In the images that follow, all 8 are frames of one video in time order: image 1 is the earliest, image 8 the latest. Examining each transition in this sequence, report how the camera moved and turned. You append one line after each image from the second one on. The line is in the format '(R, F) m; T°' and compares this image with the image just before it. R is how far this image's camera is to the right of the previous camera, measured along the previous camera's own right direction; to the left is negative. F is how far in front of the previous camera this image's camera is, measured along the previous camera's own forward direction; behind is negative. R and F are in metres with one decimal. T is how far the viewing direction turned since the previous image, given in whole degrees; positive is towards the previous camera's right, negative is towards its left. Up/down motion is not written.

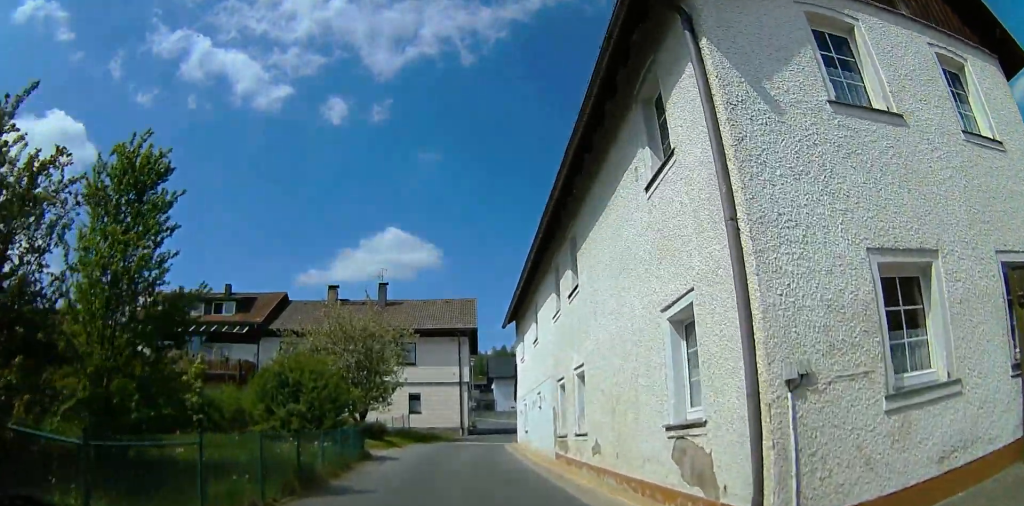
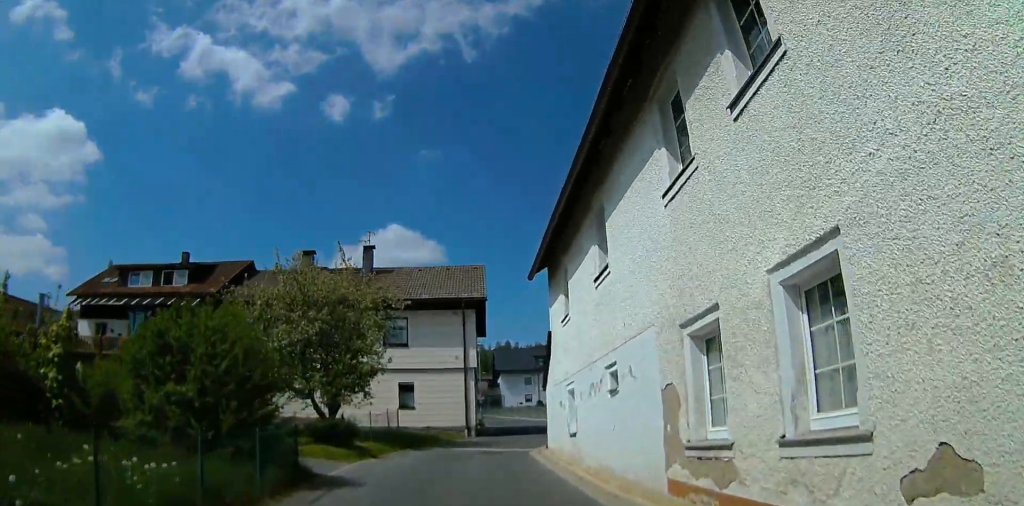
(+0.2, +7.4) m; +6°
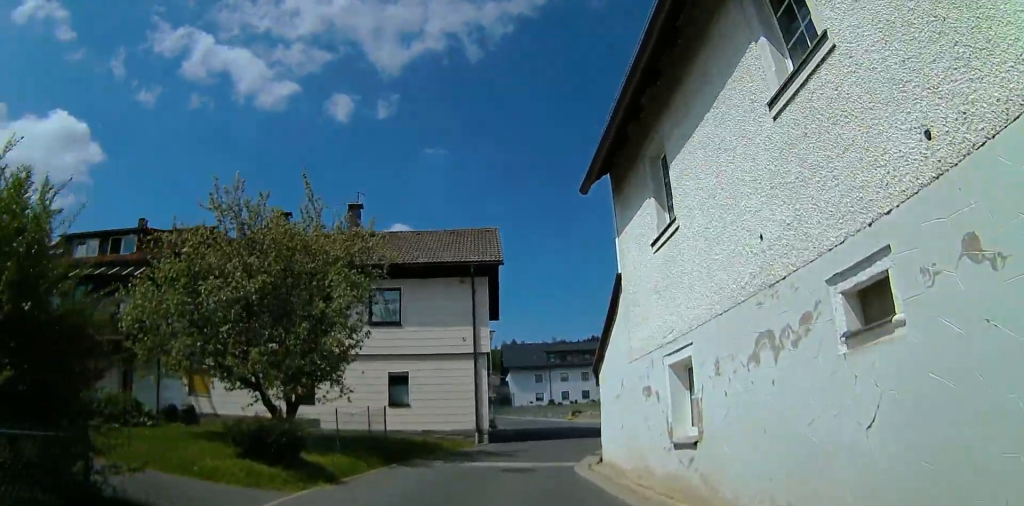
(+0.4, +5.4) m; +2°
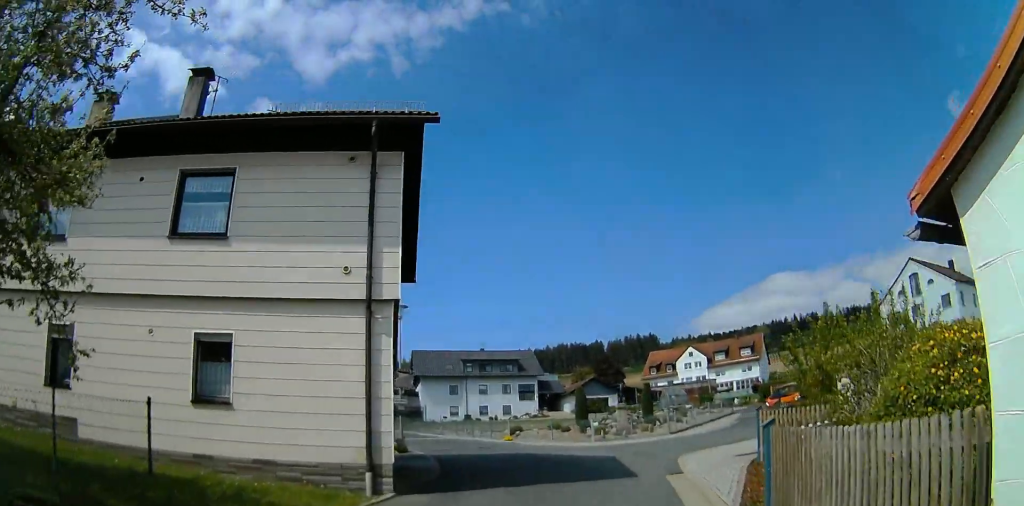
(+0.1, +11.8) m; +9°
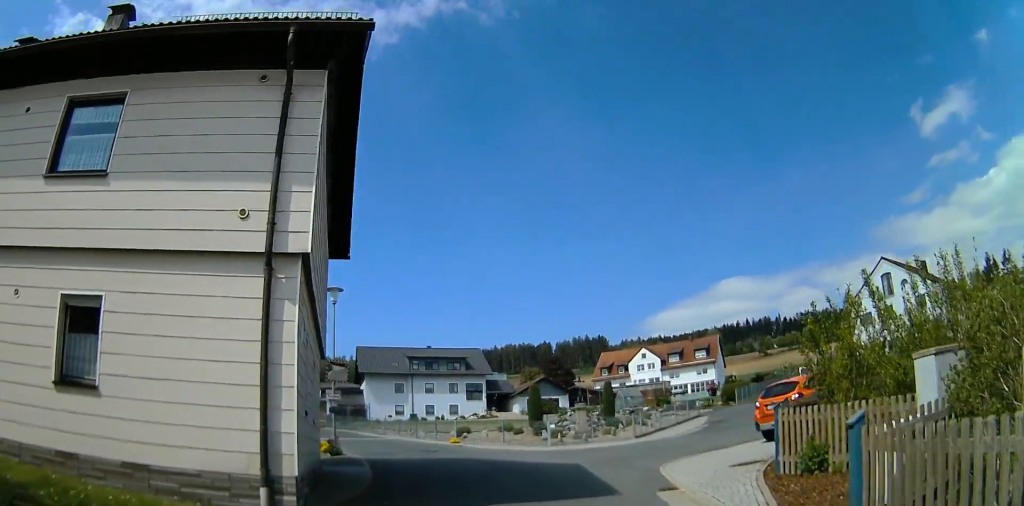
(+0.3, +3.2) m; +5°
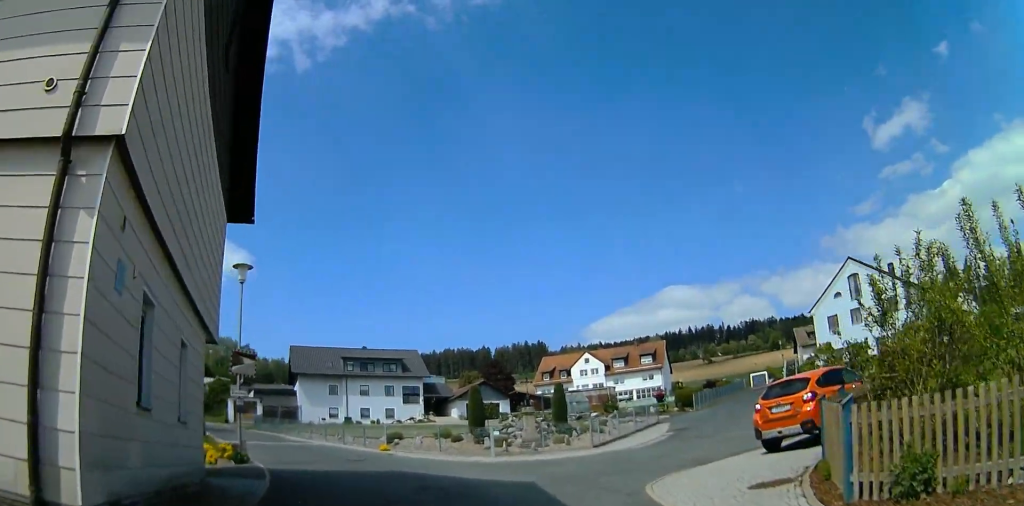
(0.0, +3.8) m; 0°
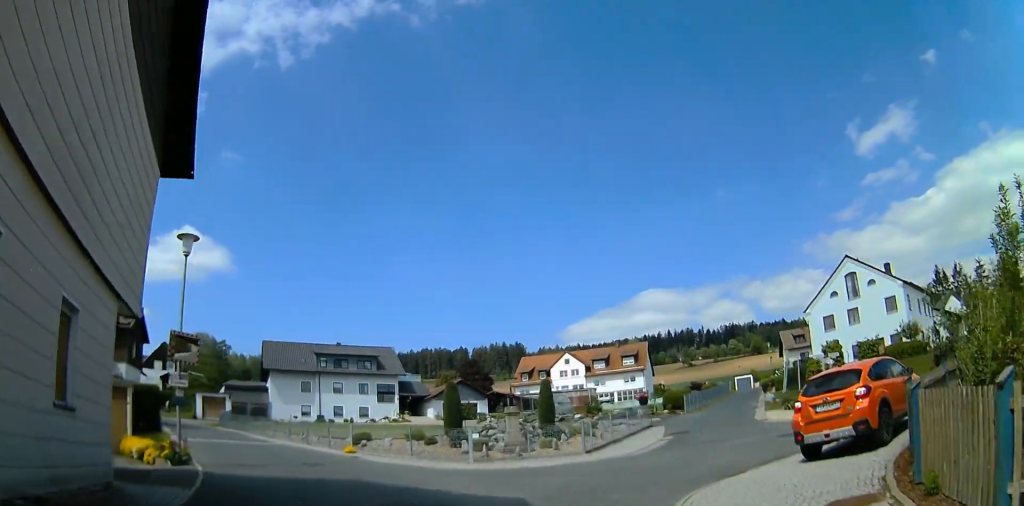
(0.0, +2.9) m; 0°
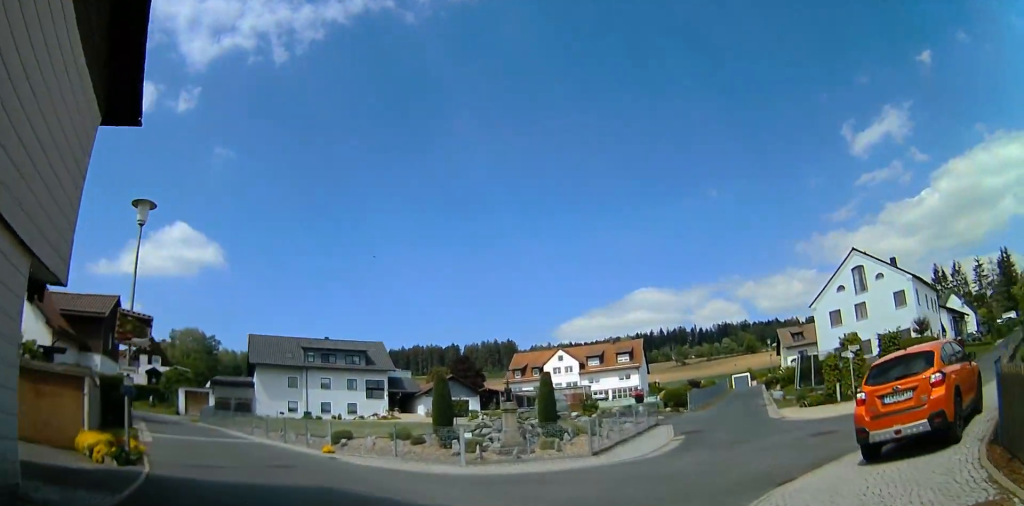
(0.0, +2.1) m; 0°
